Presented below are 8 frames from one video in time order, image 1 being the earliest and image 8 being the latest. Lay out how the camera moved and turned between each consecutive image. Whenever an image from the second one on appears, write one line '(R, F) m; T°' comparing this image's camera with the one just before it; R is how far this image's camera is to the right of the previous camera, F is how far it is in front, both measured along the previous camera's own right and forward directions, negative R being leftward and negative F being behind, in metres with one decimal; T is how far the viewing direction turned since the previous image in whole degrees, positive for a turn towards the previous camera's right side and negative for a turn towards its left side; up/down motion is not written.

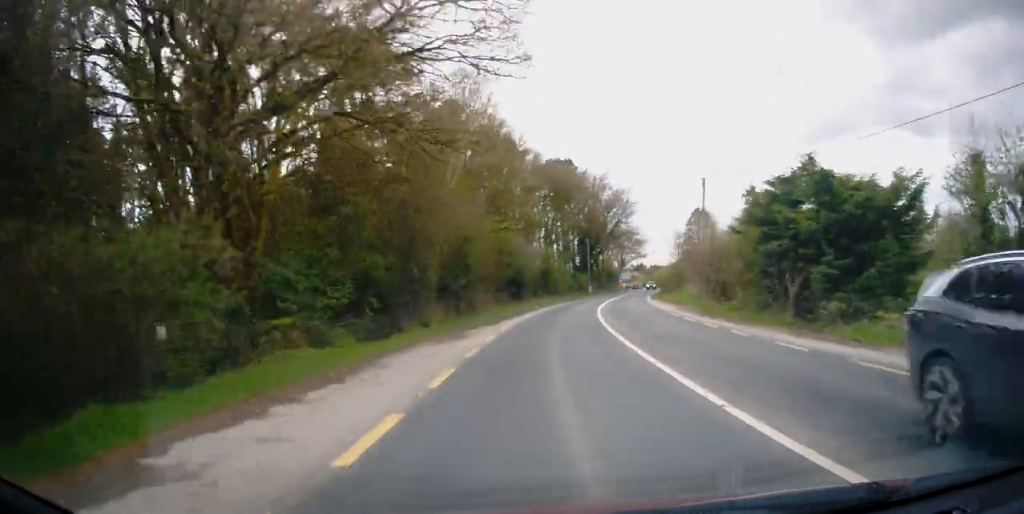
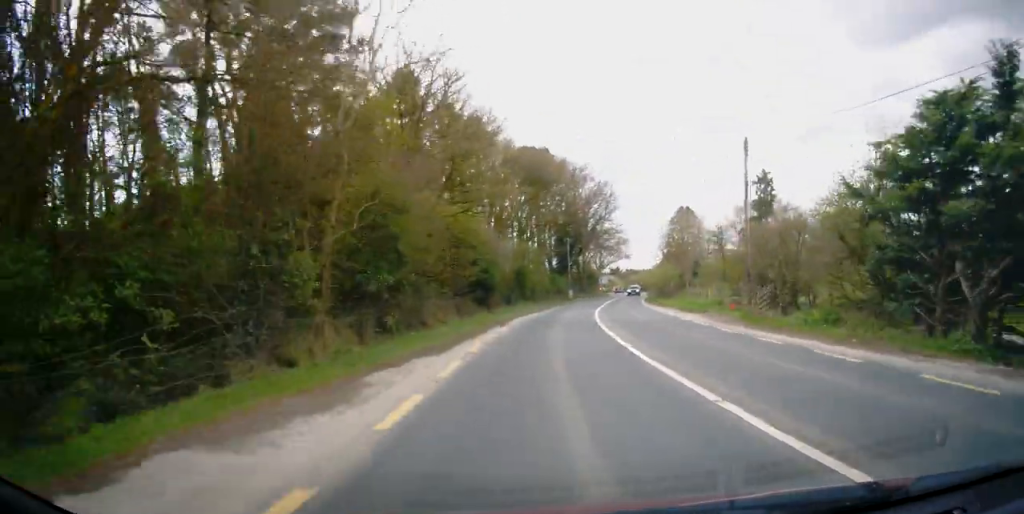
(+0.3, +10.4) m; +3°
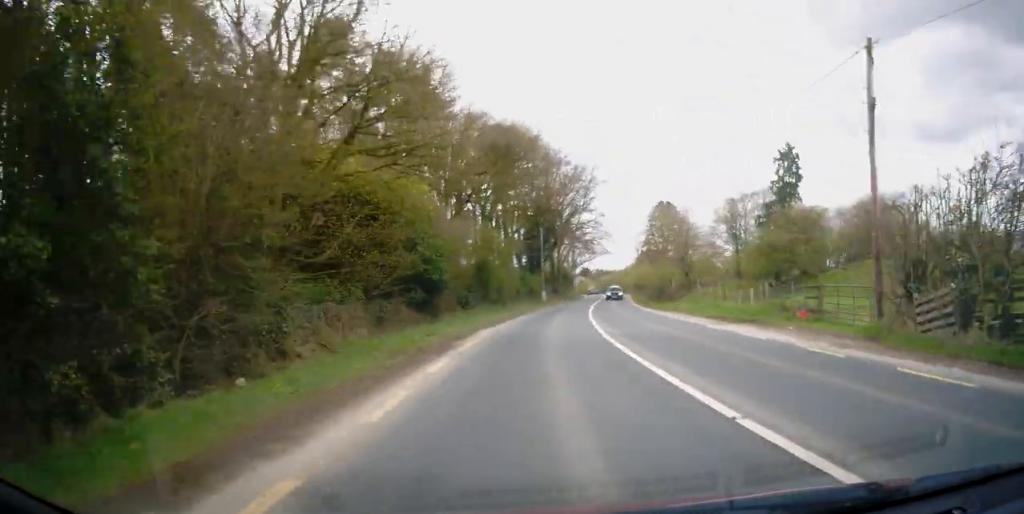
(+0.4, +11.8) m; +3°
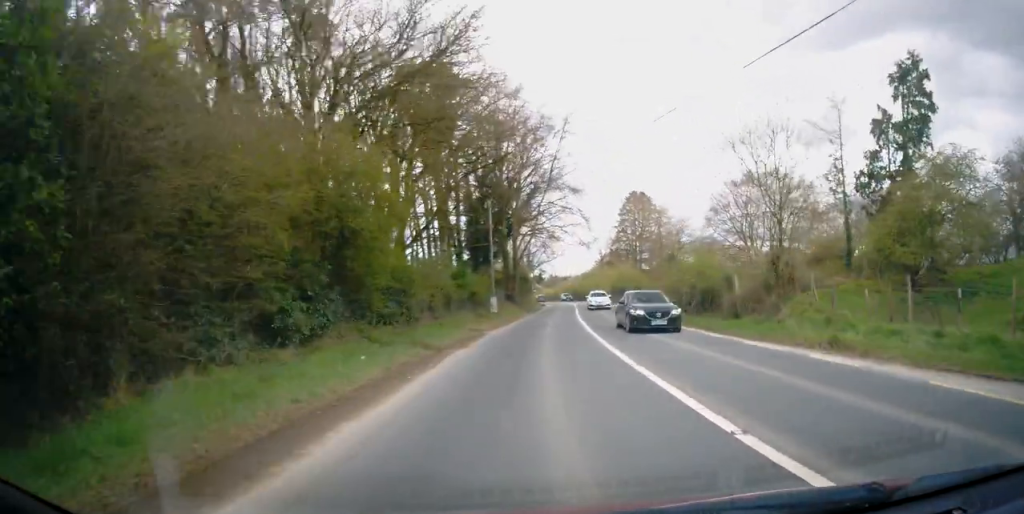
(+0.8, +21.7) m; +4°
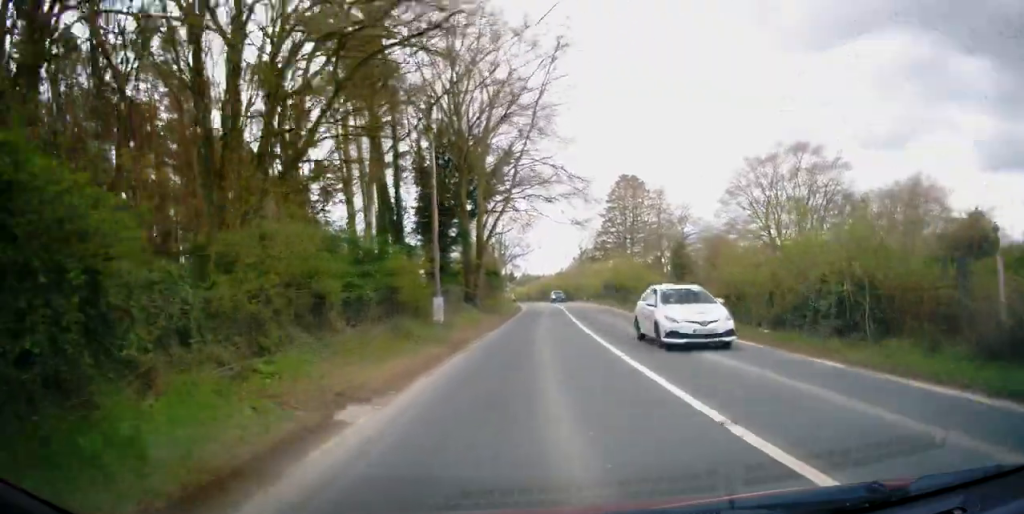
(+0.4, +15.3) m; +3°
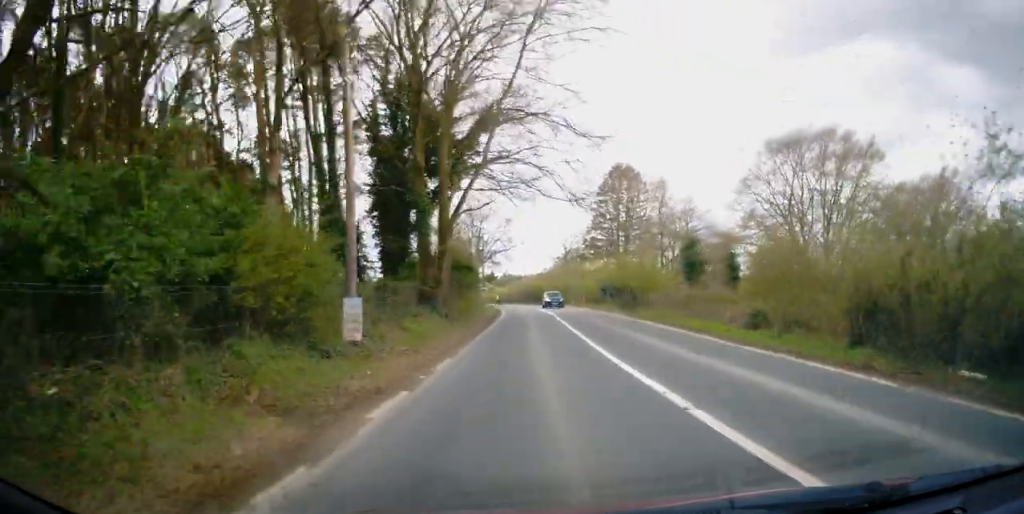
(+0.2, +9.6) m; +1°
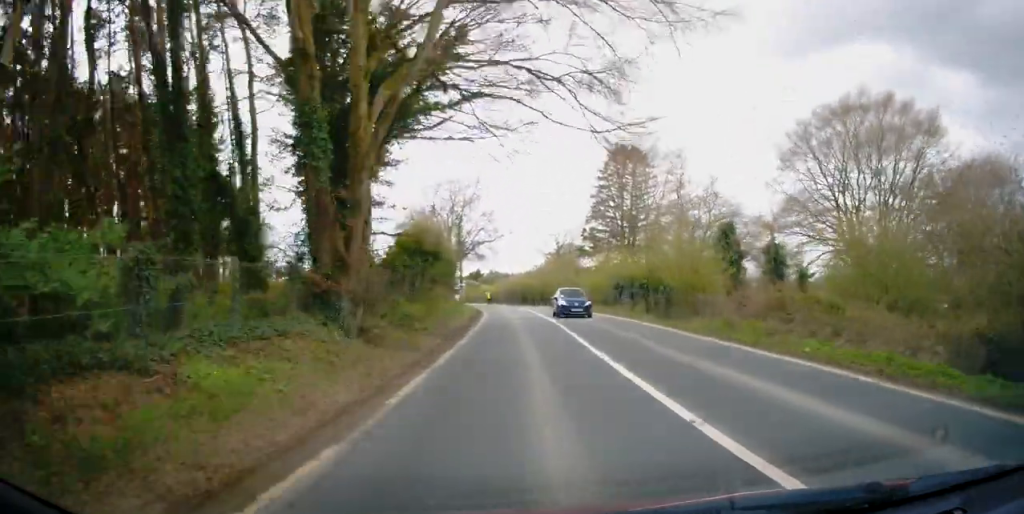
(0.0, +12.1) m; +1°
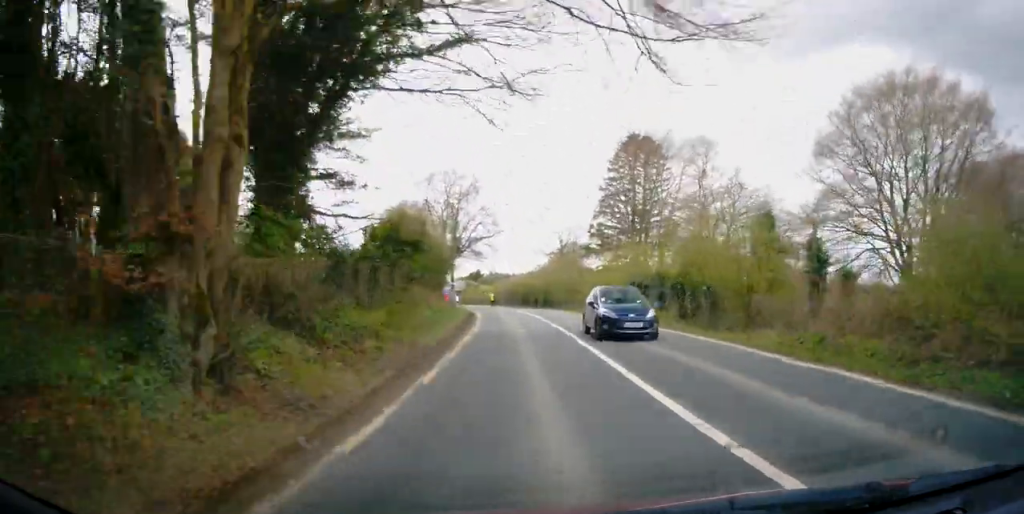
(-0.1, +6.7) m; +1°
